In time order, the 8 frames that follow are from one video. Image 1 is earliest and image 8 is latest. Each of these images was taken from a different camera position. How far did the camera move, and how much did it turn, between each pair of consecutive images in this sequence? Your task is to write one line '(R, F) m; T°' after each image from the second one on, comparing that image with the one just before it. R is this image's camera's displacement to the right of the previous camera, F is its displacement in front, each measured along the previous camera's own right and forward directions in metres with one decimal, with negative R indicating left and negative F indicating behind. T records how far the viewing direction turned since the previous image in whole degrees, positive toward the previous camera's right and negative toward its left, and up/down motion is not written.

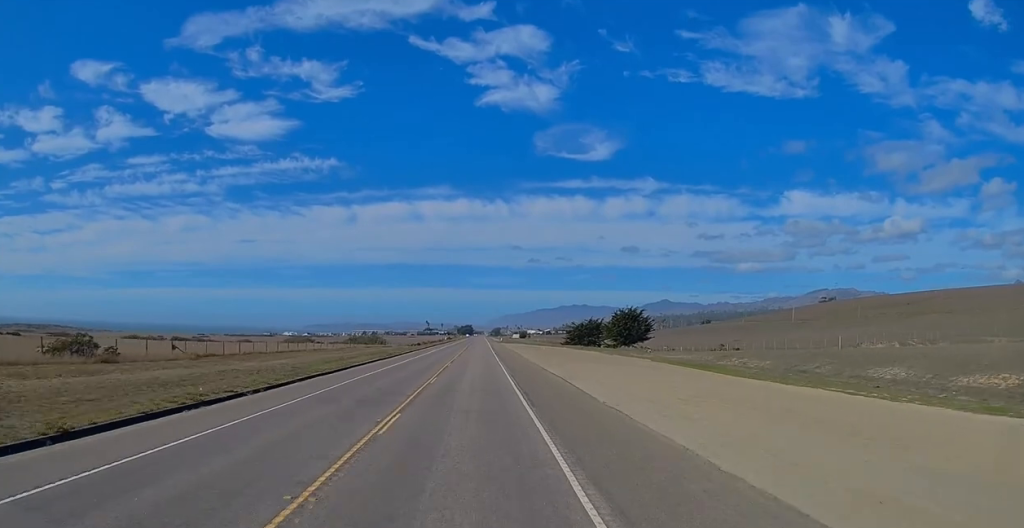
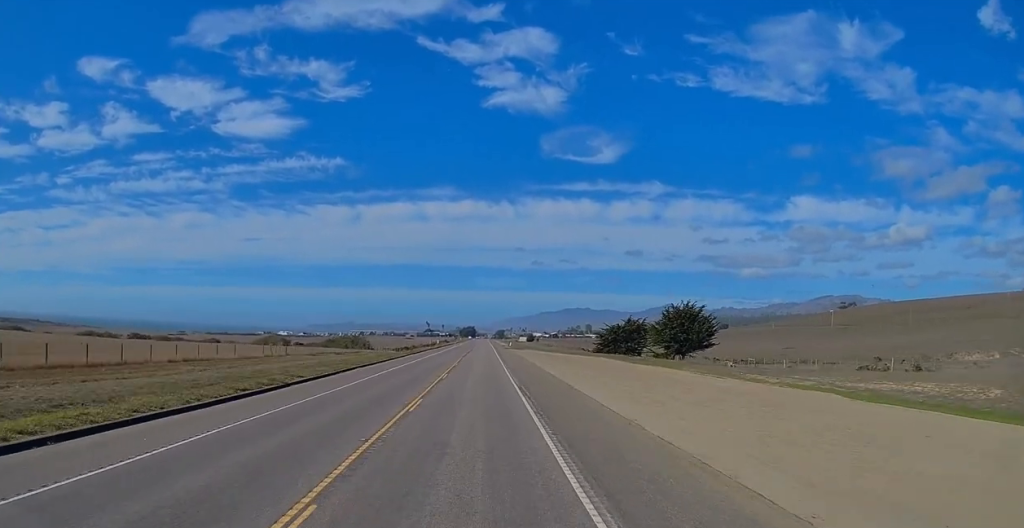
(-0.1, +39.5) m; 0°
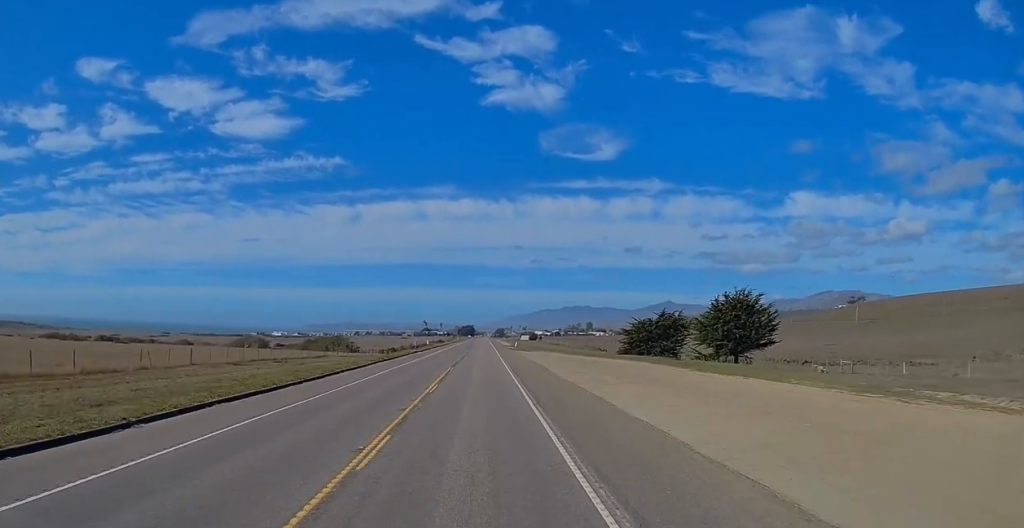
(0.0, +24.5) m; 0°
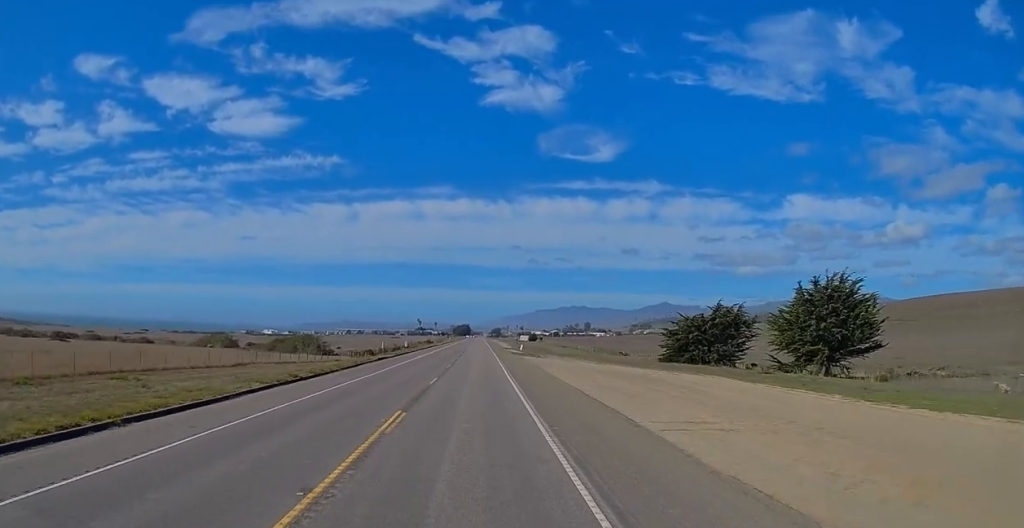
(-0.2, +25.3) m; 0°
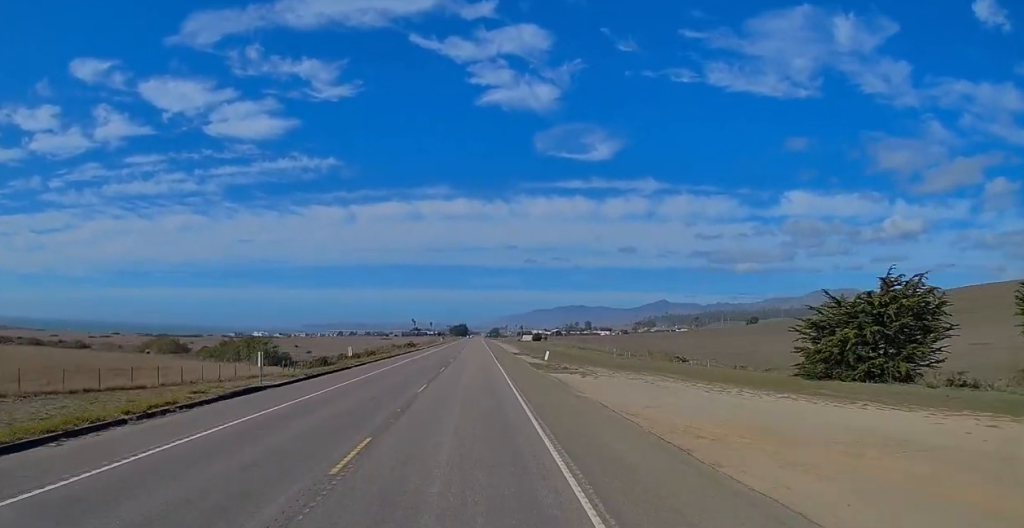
(+0.3, +32.7) m; +1°
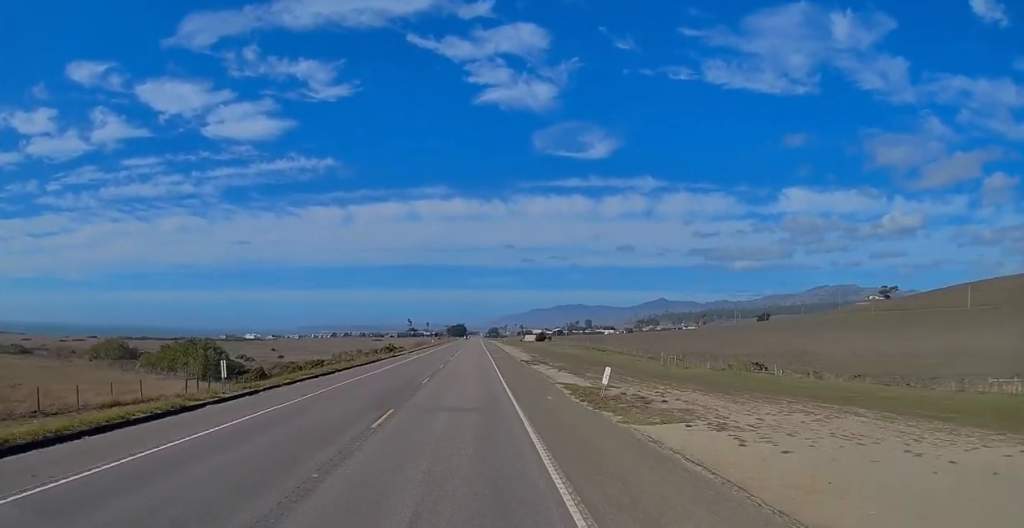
(+0.1, +23.7) m; 0°
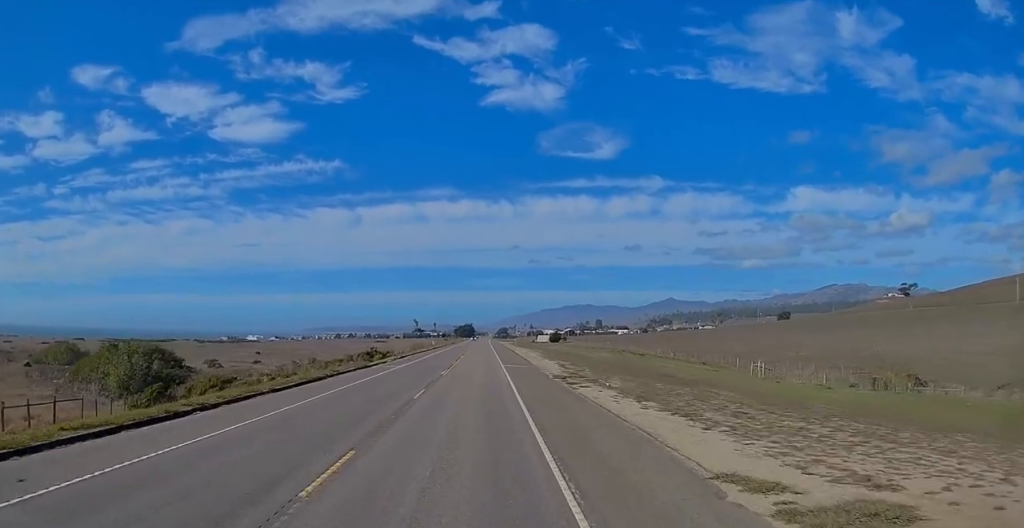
(0.0, +23.4) m; 0°
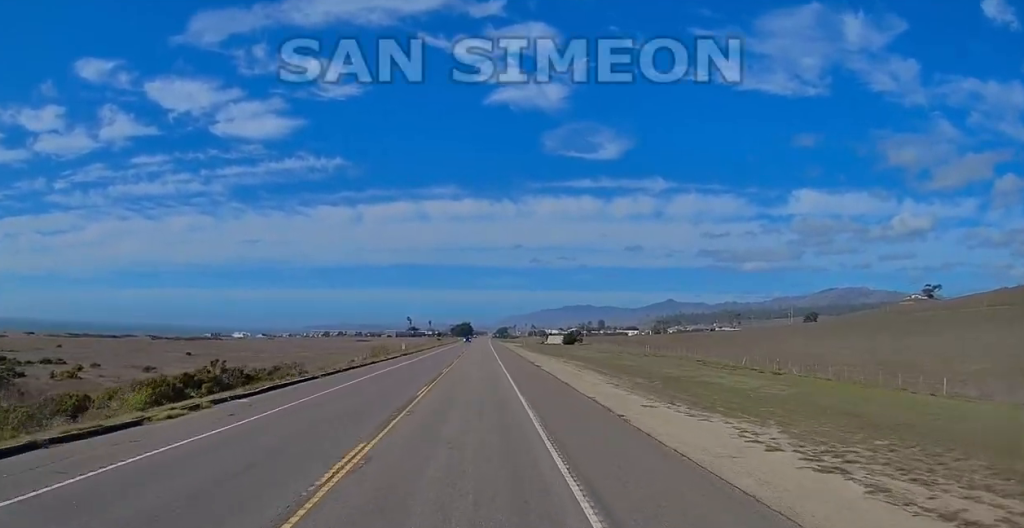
(+0.2, +43.1) m; 0°
